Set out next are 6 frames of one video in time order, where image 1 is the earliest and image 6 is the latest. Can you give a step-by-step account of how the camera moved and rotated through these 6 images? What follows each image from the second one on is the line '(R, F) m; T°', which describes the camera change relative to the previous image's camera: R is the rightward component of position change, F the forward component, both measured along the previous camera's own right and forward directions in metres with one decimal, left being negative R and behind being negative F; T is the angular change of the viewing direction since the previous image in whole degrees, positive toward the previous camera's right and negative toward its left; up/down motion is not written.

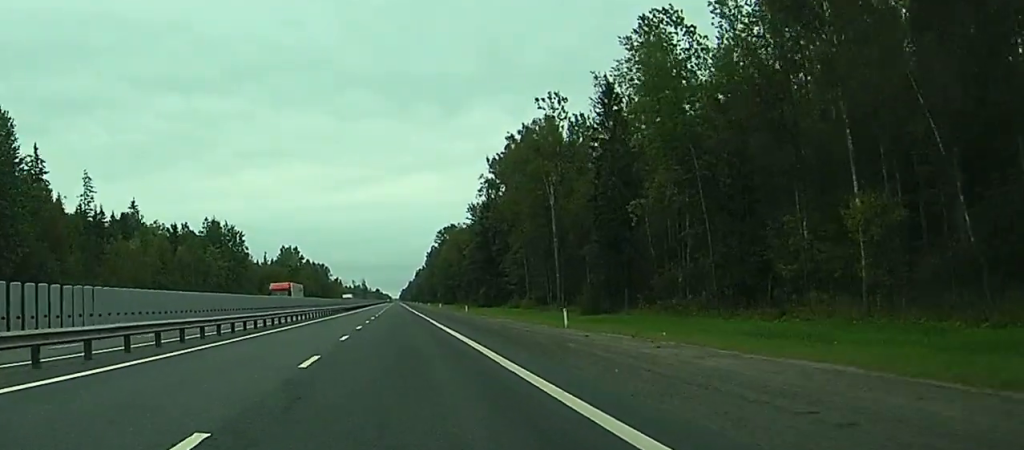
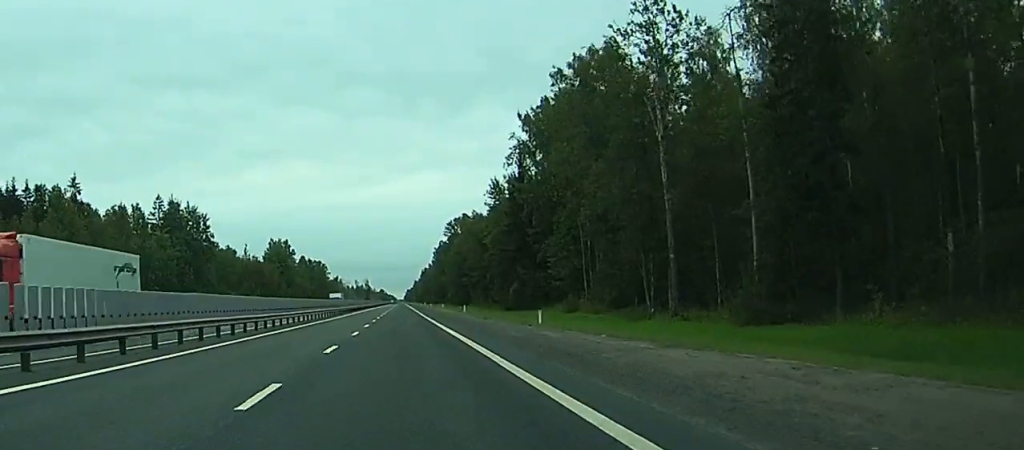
(-3.9, +43.5) m; 0°
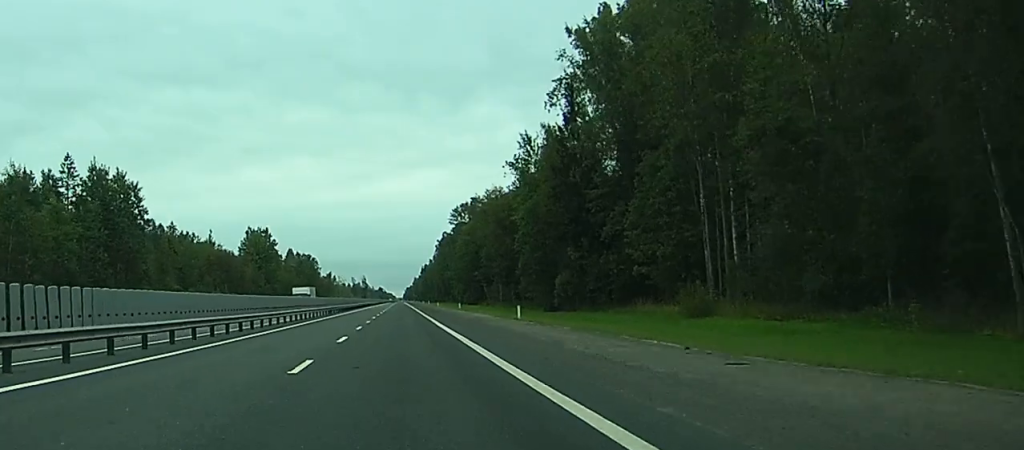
(+1.5, +43.3) m; +2°
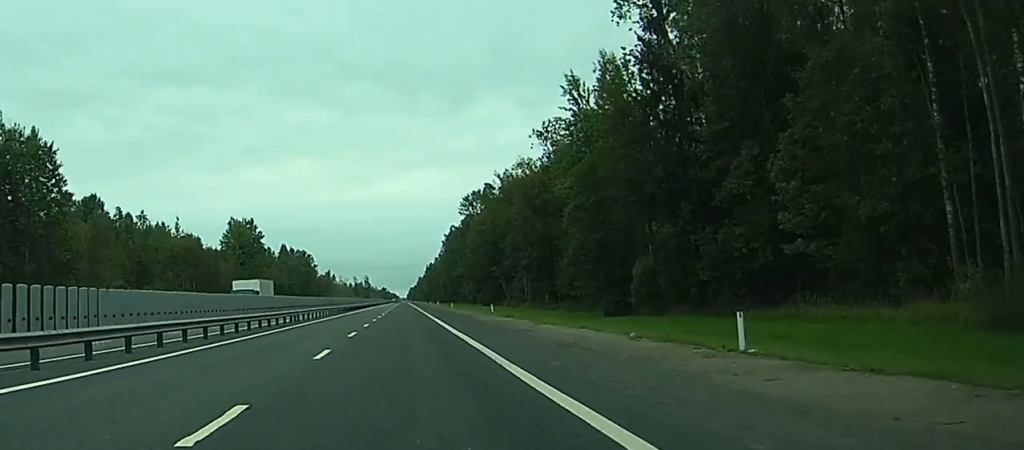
(-0.1, +31.9) m; 0°
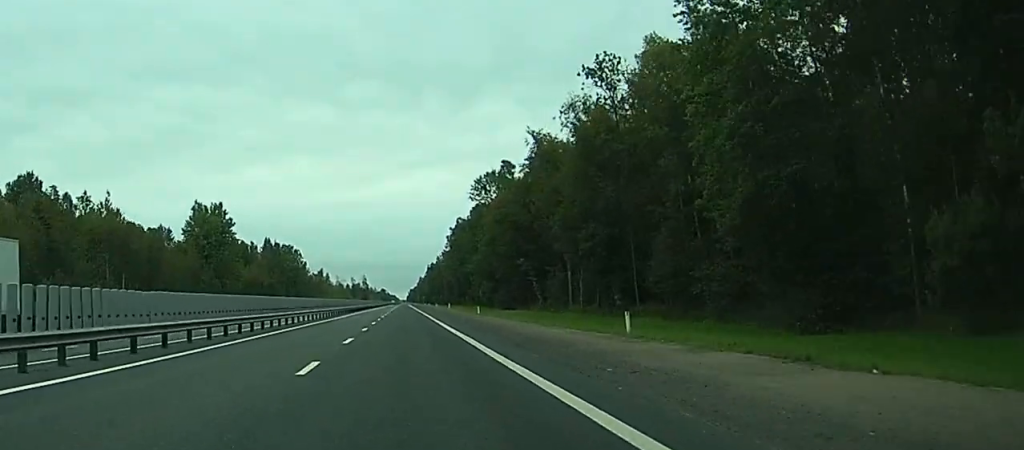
(0.0, +39.7) m; 0°
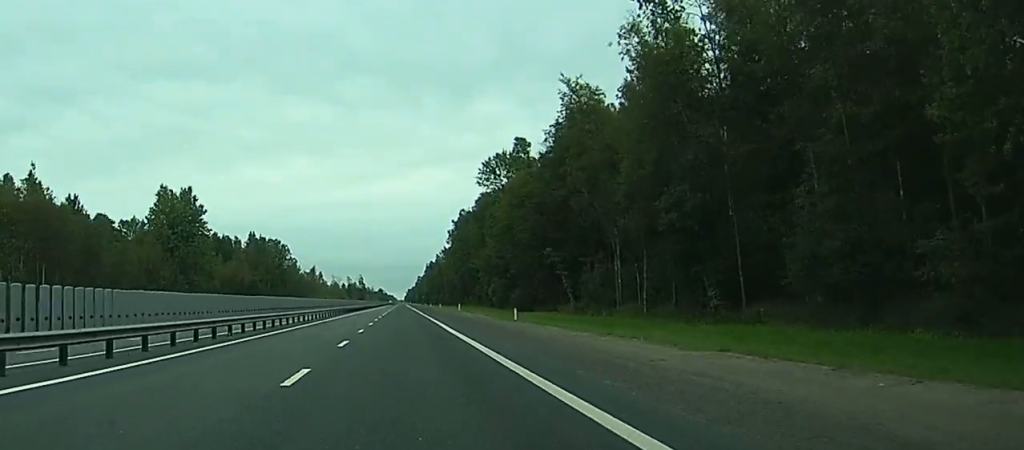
(0.0, +25.8) m; 0°
